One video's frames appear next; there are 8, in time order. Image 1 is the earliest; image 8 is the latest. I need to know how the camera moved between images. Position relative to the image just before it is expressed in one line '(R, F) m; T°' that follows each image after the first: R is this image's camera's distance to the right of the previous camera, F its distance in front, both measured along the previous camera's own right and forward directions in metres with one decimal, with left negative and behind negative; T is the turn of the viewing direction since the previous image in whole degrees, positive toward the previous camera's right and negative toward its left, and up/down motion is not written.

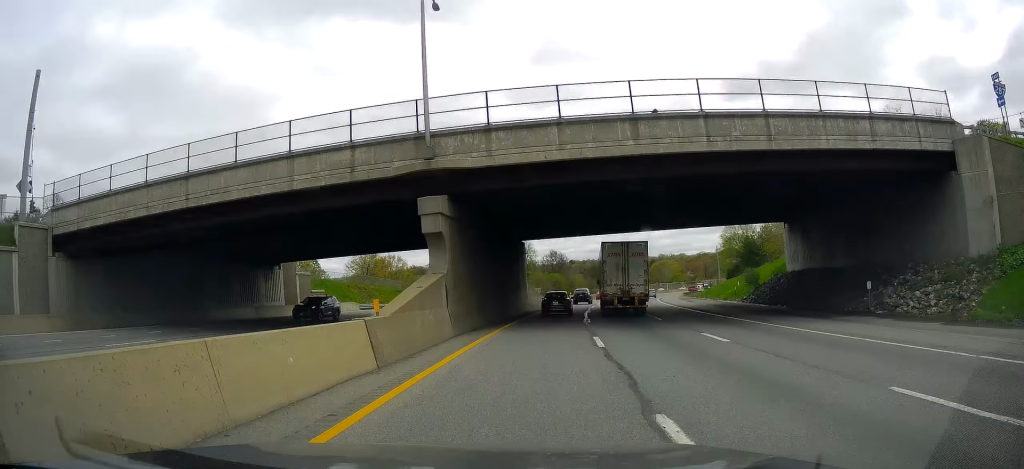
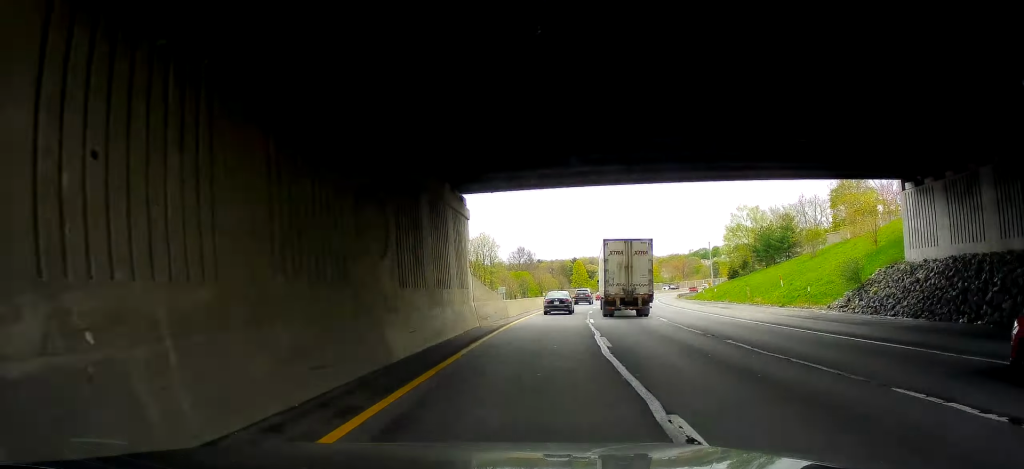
(+0.3, +24.1) m; +2°
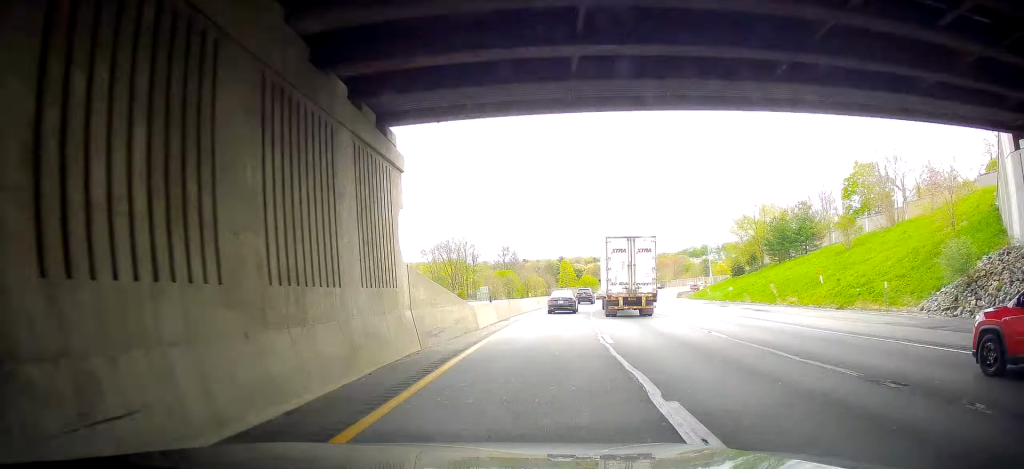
(-0.1, +11.1) m; +1°
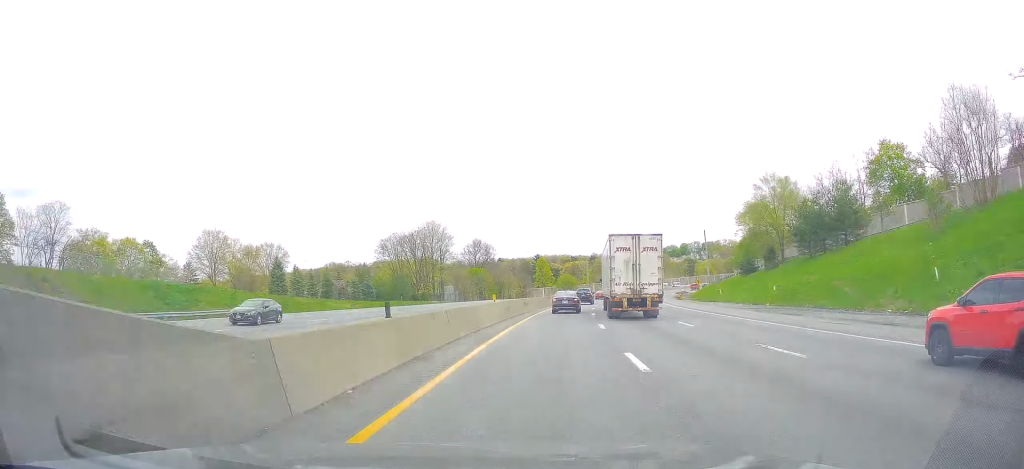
(+0.4, +17.7) m; +2°
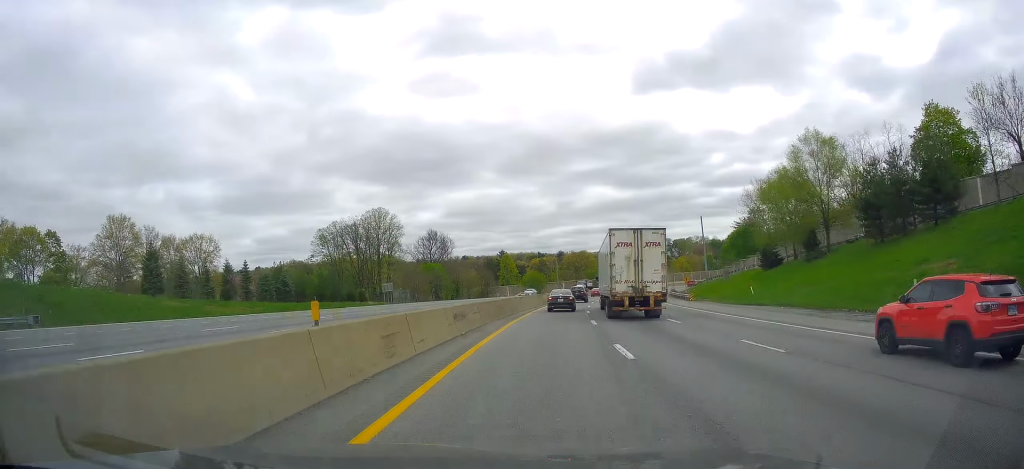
(+0.6, +22.4) m; +4°
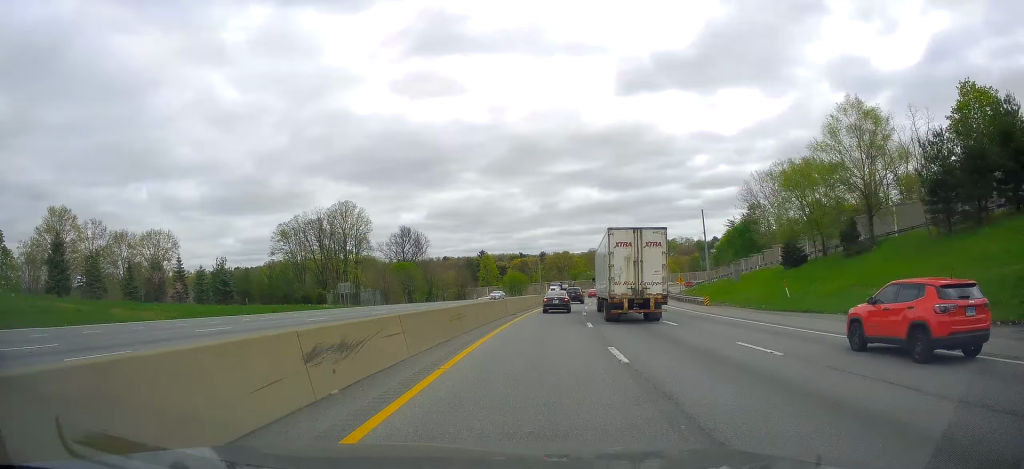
(0.0, +12.2) m; +3°
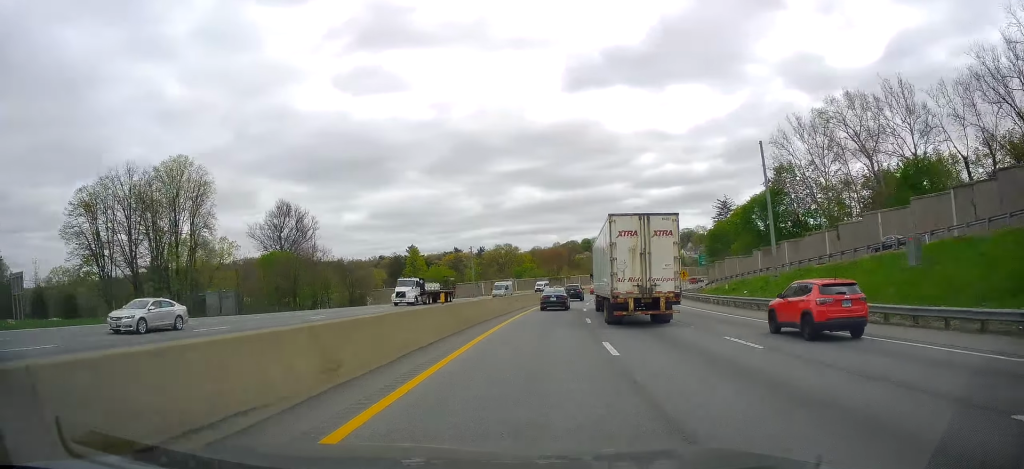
(+3.0, +47.6) m; +5°
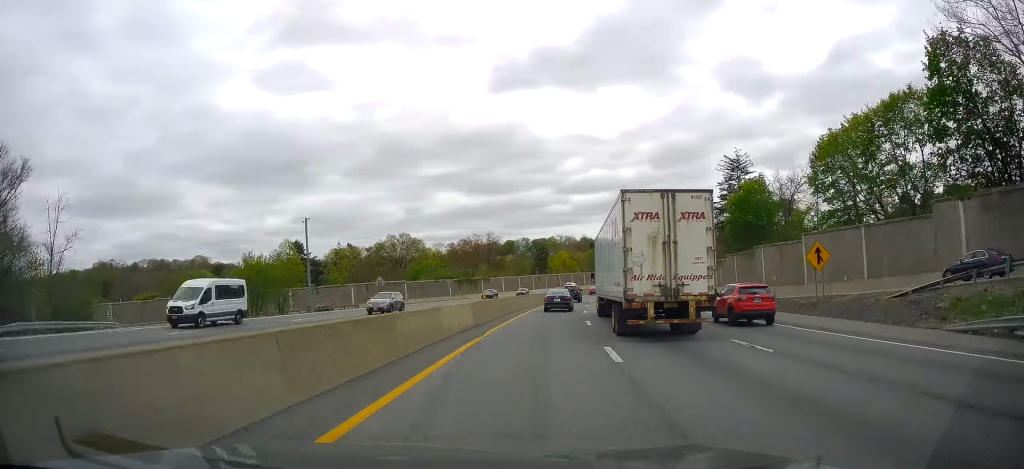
(+4.0, +61.6) m; +9°
